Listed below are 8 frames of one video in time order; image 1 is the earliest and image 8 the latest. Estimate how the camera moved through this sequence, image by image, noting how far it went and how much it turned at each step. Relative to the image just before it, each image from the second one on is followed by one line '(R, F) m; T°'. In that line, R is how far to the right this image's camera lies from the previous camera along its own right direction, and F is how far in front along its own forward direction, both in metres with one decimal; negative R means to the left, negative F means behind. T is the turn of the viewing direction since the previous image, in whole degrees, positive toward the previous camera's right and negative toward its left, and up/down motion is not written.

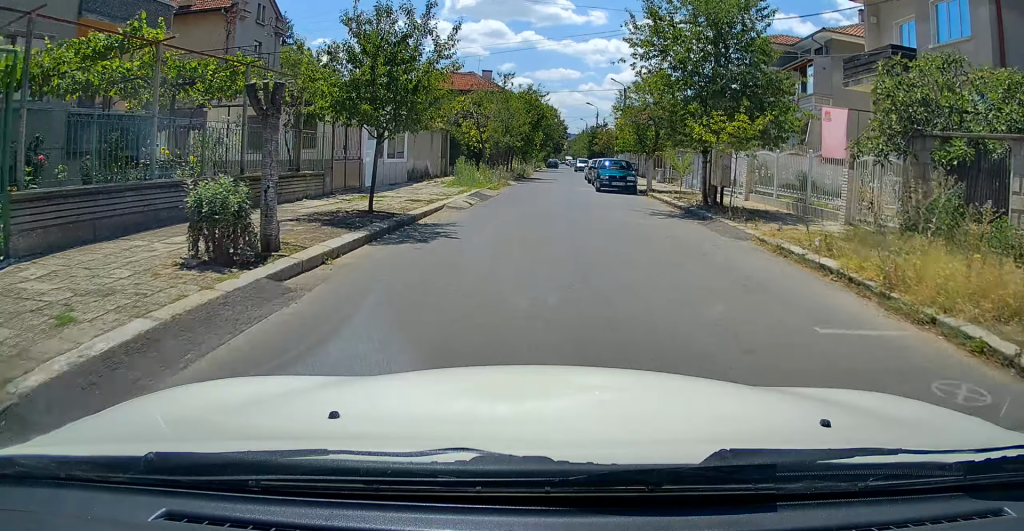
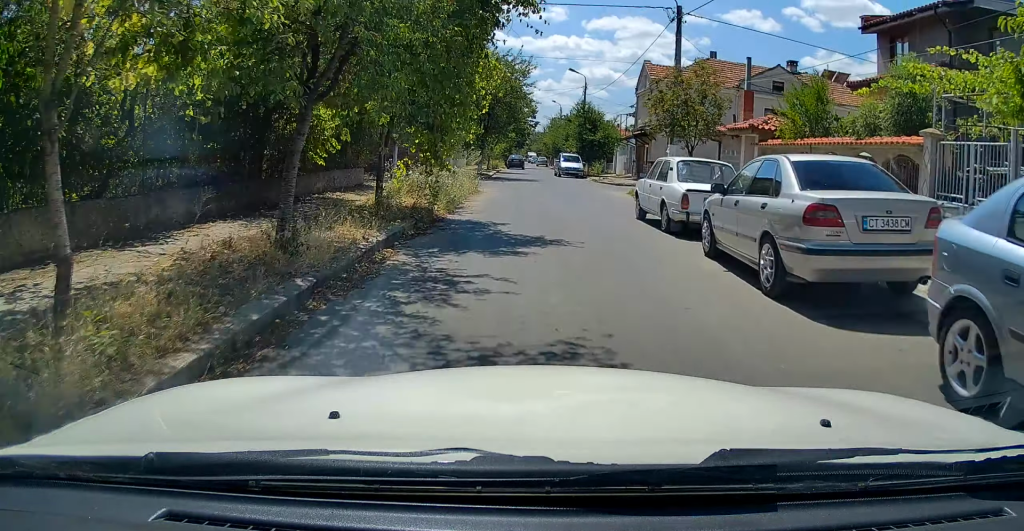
(-1.8, +31.1) m; -3°
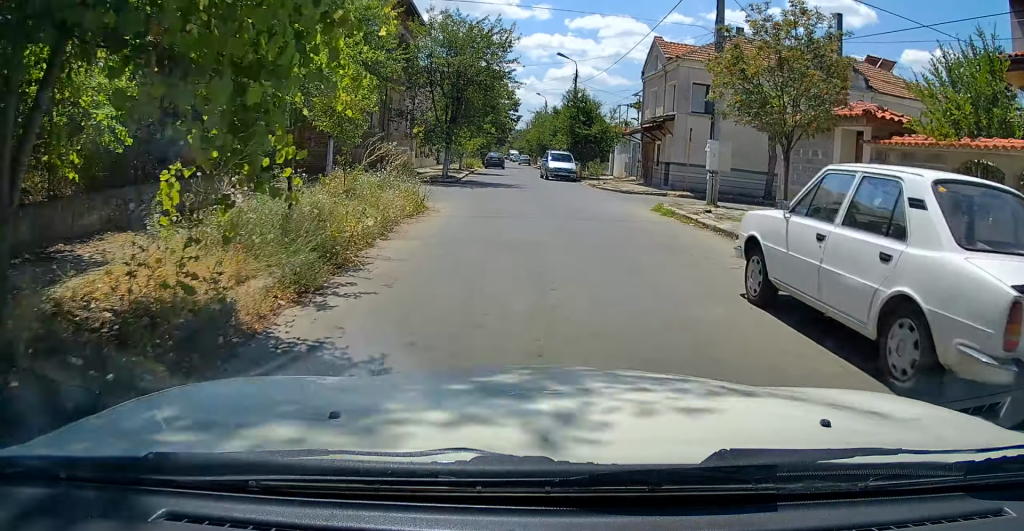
(+0.1, +8.7) m; +1°
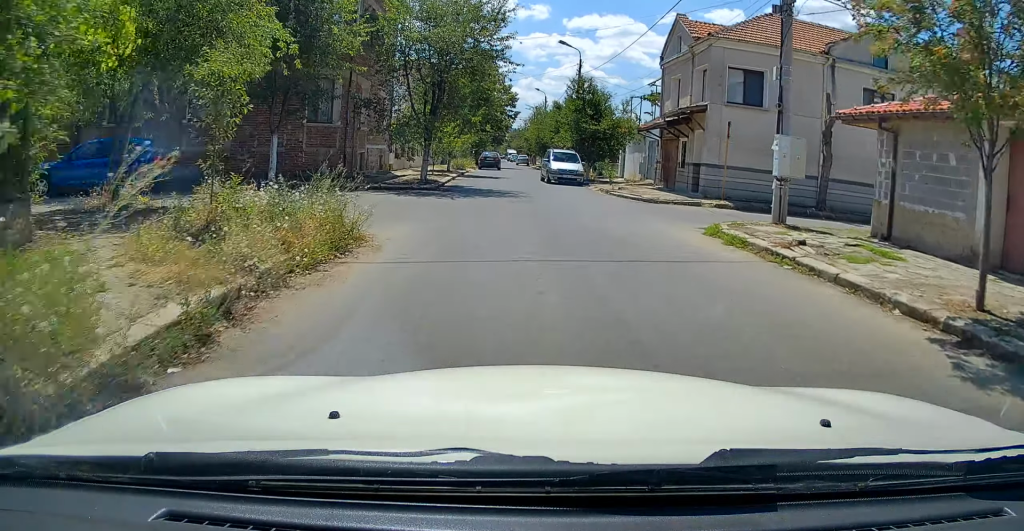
(-0.1, +5.8) m; +1°
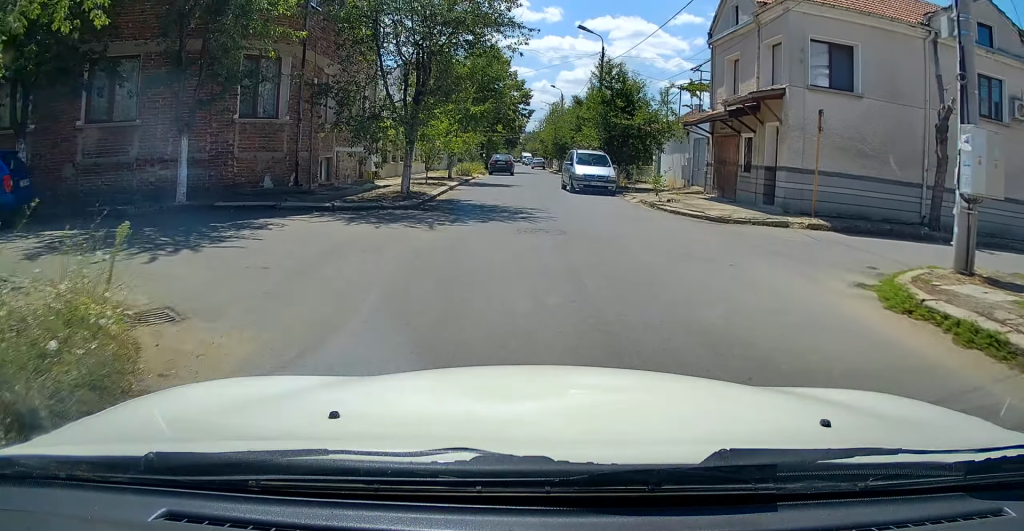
(+0.2, +6.1) m; +1°
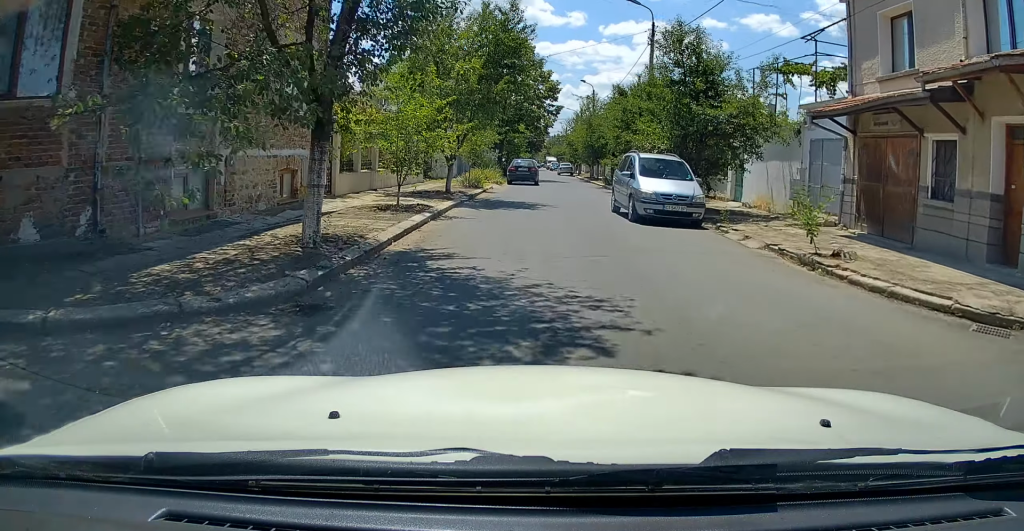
(+0.1, +9.0) m; 0°
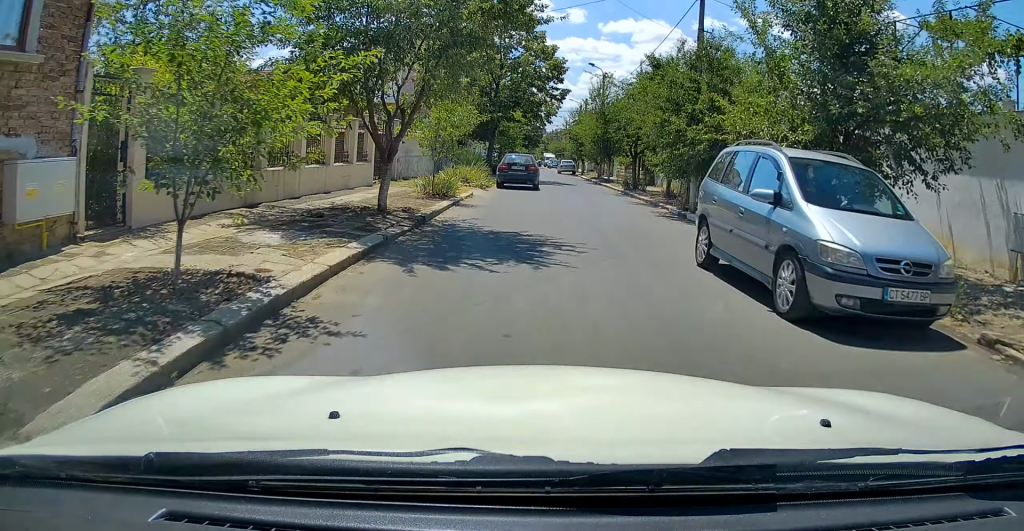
(-0.1, +9.2) m; -1°
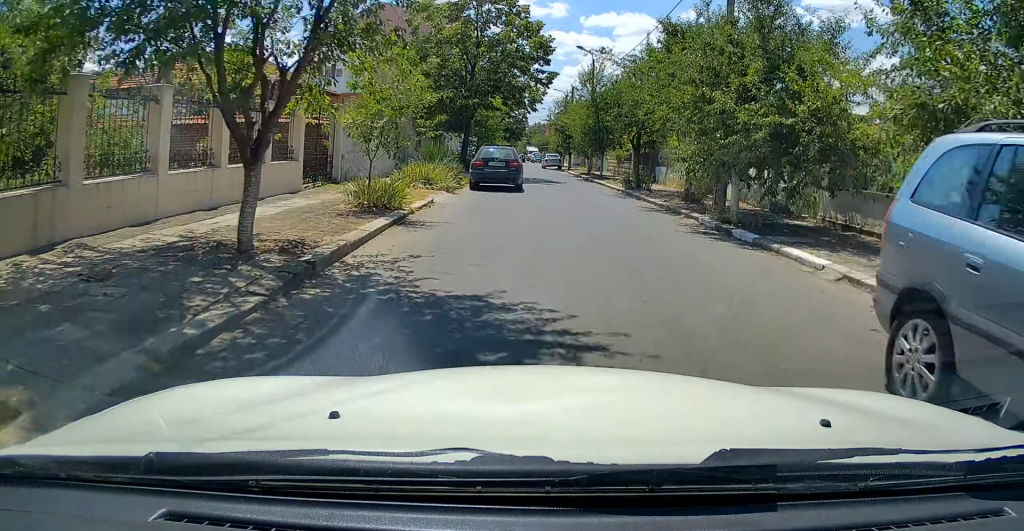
(-0.1, +5.0) m; -1°
